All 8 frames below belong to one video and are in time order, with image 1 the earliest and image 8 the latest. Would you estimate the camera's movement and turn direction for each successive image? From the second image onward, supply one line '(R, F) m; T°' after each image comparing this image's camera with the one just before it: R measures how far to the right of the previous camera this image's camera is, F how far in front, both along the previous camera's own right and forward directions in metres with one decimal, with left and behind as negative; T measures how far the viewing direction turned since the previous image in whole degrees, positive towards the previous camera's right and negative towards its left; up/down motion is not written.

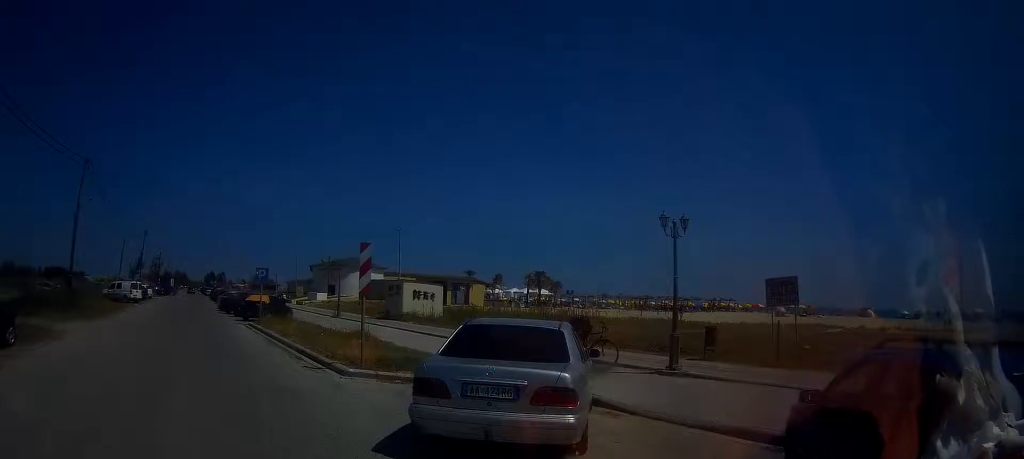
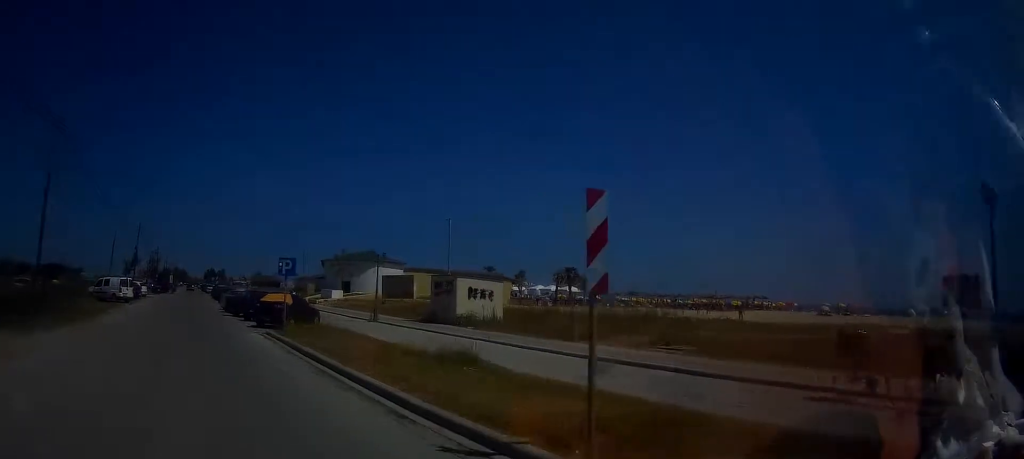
(0.0, +7.3) m; -1°
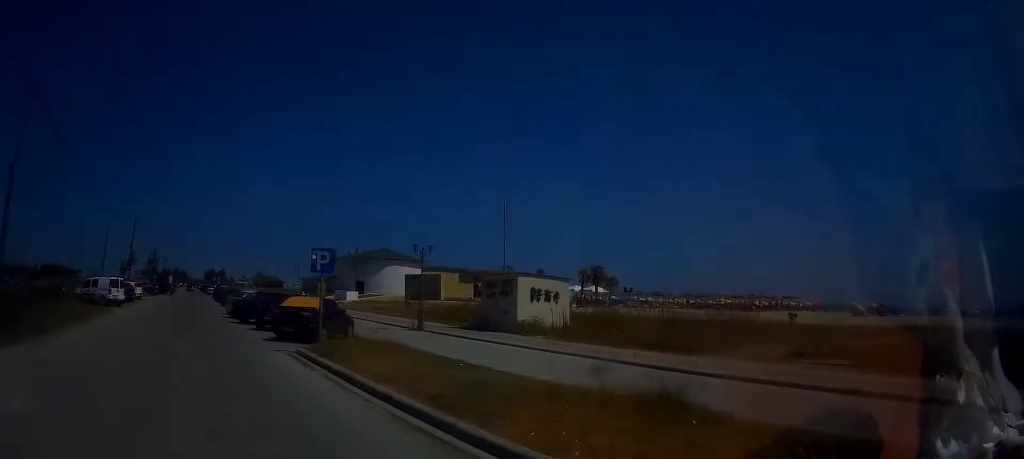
(0.0, +5.5) m; 0°
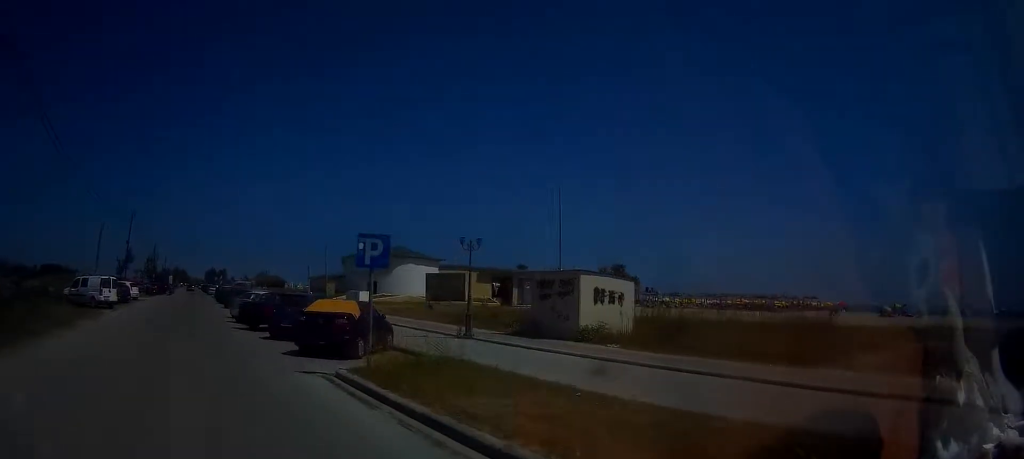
(-0.1, +4.0) m; 0°
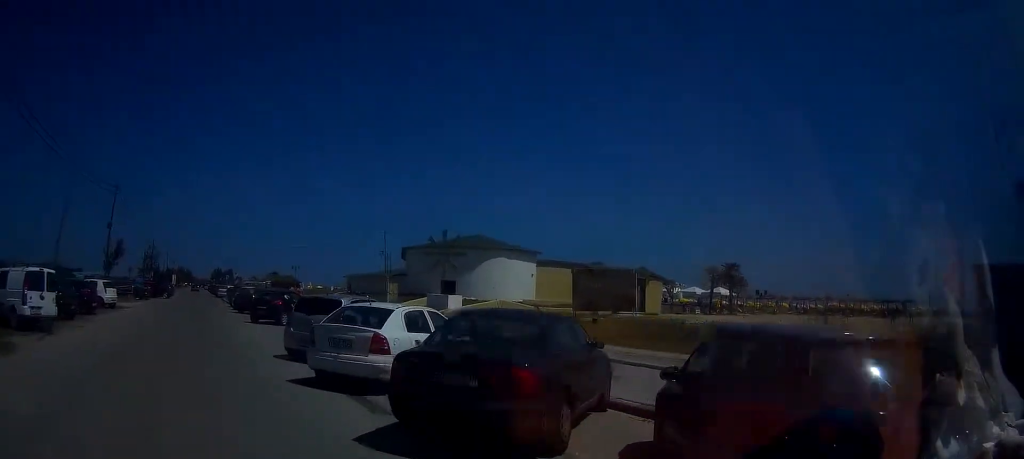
(0.0, +16.5) m; 0°
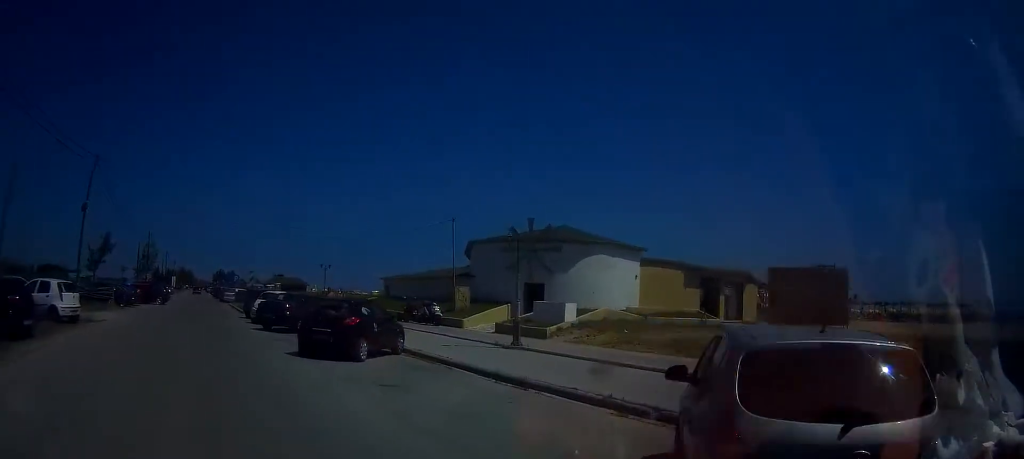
(0.0, +11.0) m; 0°
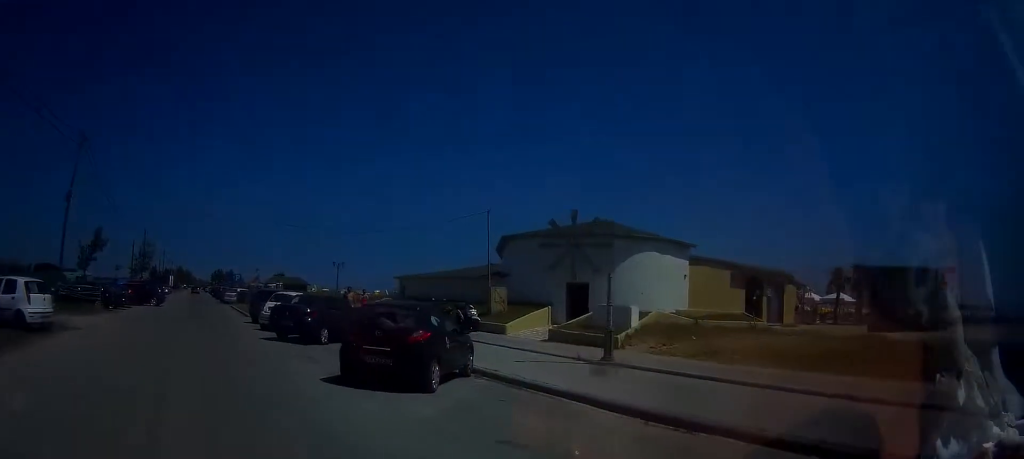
(0.0, +4.1) m; 0°
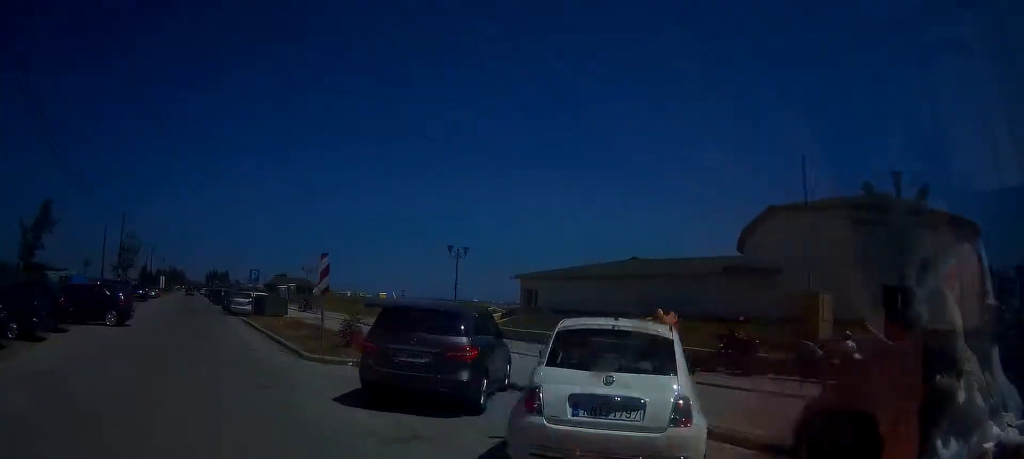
(0.0, +17.6) m; 0°
